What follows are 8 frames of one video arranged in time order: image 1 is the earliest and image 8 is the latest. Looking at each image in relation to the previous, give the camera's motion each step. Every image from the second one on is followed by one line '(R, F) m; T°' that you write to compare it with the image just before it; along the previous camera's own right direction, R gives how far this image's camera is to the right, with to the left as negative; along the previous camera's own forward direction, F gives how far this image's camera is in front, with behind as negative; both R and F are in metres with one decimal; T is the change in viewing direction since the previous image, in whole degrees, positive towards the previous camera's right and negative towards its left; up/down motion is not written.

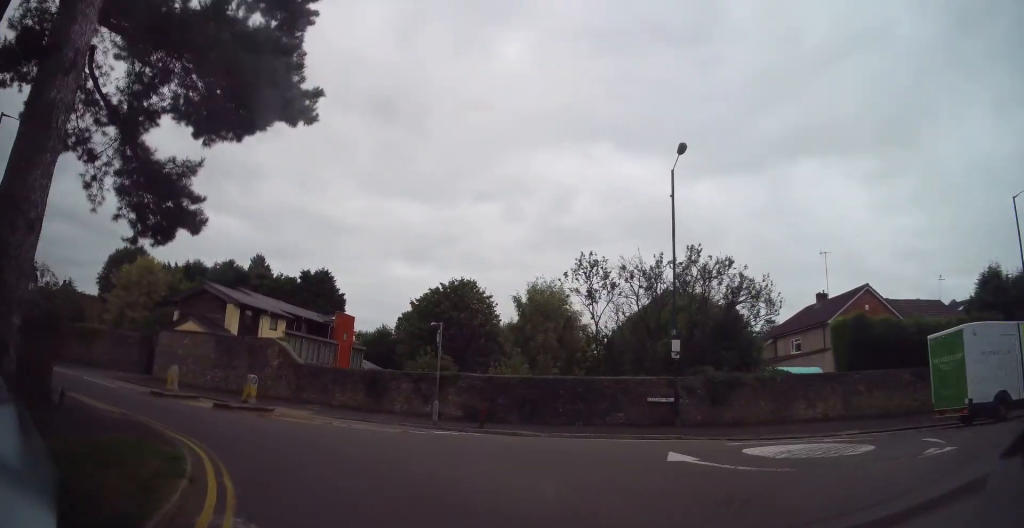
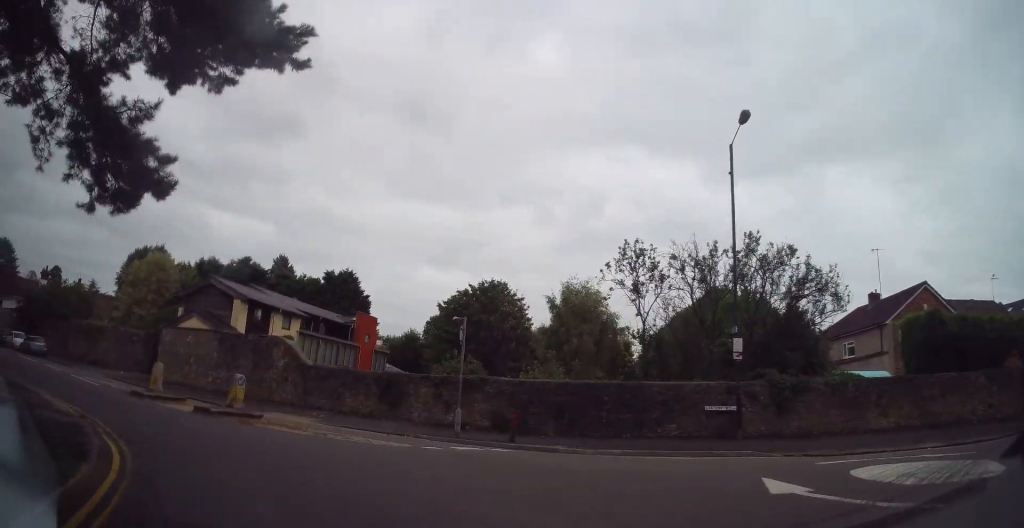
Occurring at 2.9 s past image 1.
(-1.2, +7.1) m; -23°
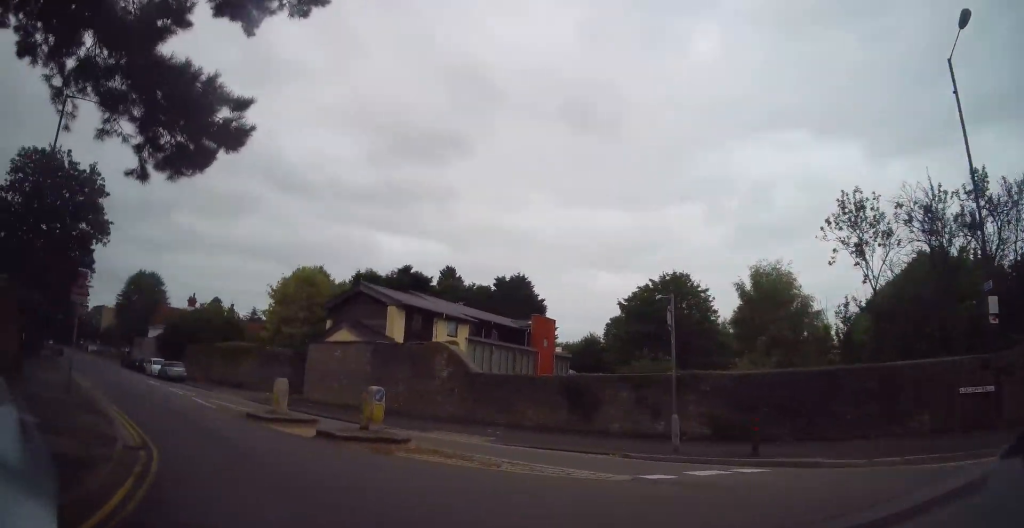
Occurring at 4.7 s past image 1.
(-0.7, +5.6) m; -14°
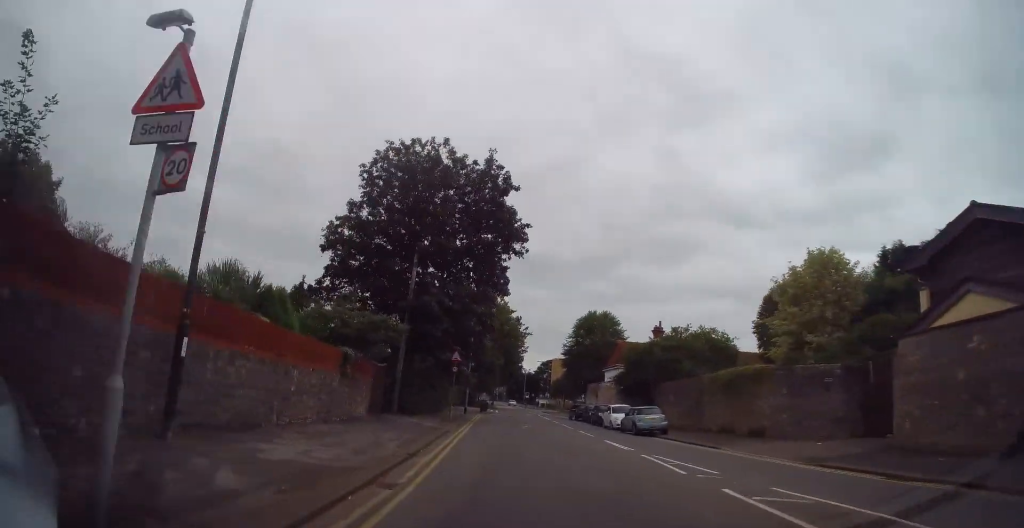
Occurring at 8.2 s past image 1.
(-2.4, +16.0) m; -5°
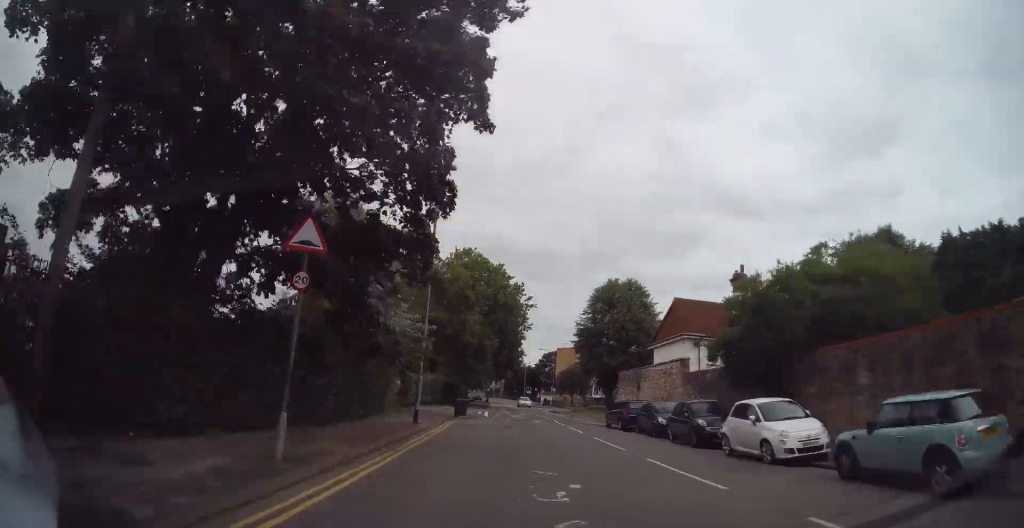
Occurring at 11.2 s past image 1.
(+1.0, +18.6) m; -11°
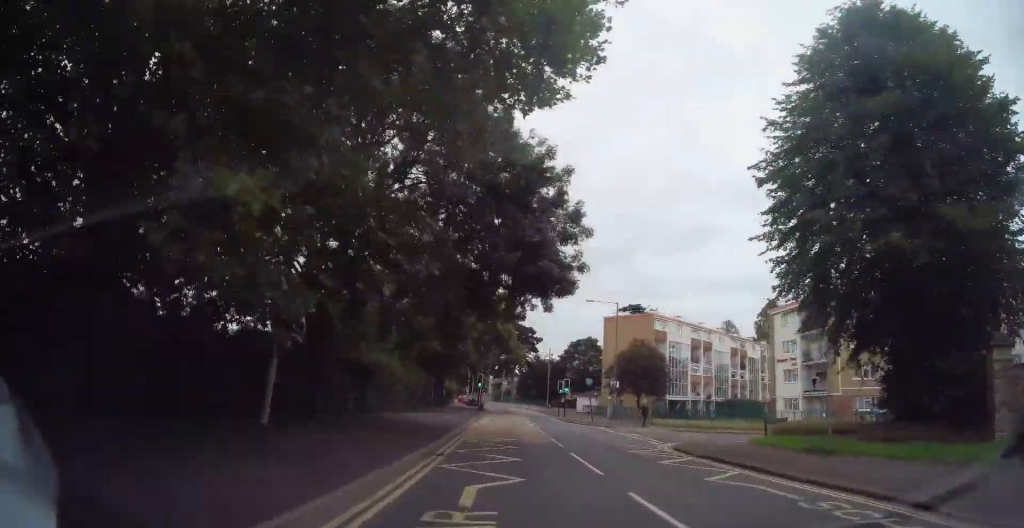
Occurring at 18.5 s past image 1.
(-5.5, +51.2) m; -1°
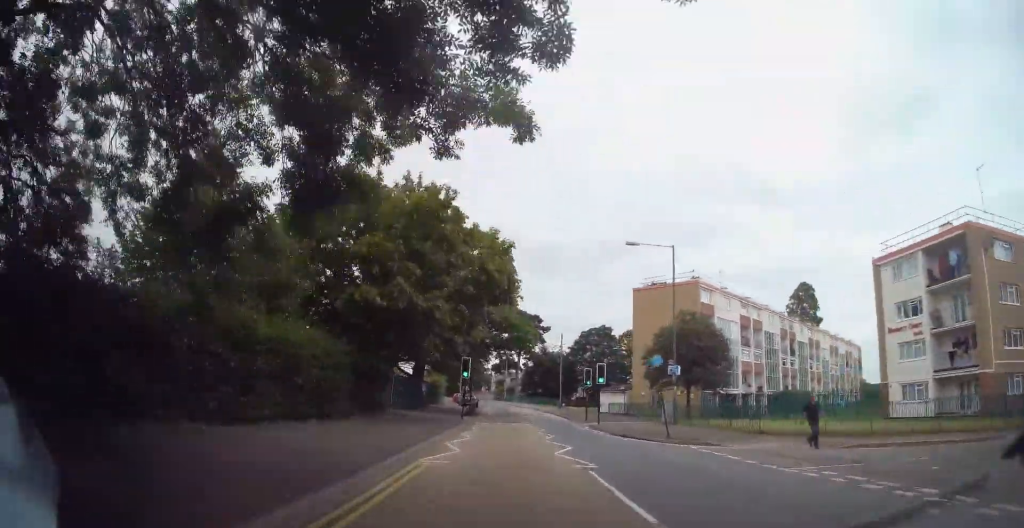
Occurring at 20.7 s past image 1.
(+0.1, +16.8) m; 0°
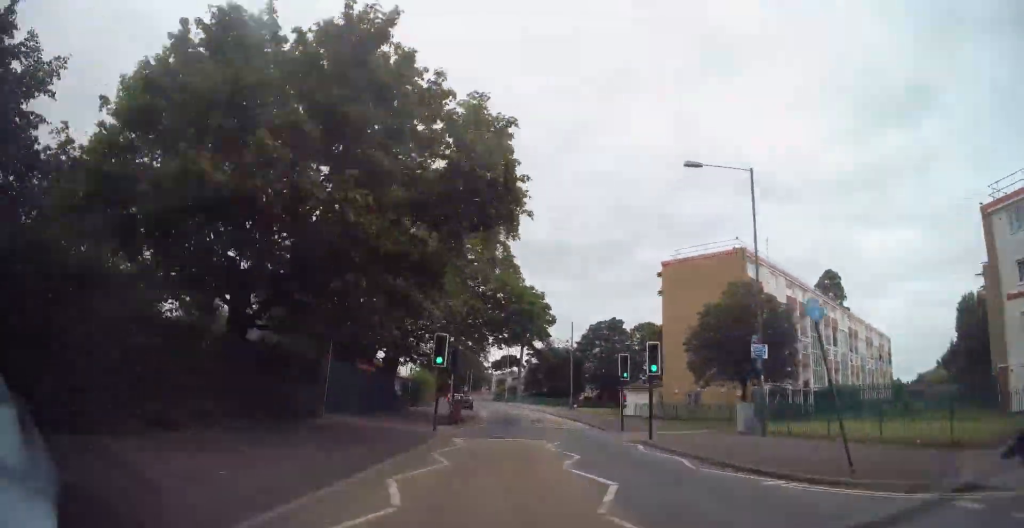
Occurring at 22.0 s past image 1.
(-0.1, +10.2) m; -1°
